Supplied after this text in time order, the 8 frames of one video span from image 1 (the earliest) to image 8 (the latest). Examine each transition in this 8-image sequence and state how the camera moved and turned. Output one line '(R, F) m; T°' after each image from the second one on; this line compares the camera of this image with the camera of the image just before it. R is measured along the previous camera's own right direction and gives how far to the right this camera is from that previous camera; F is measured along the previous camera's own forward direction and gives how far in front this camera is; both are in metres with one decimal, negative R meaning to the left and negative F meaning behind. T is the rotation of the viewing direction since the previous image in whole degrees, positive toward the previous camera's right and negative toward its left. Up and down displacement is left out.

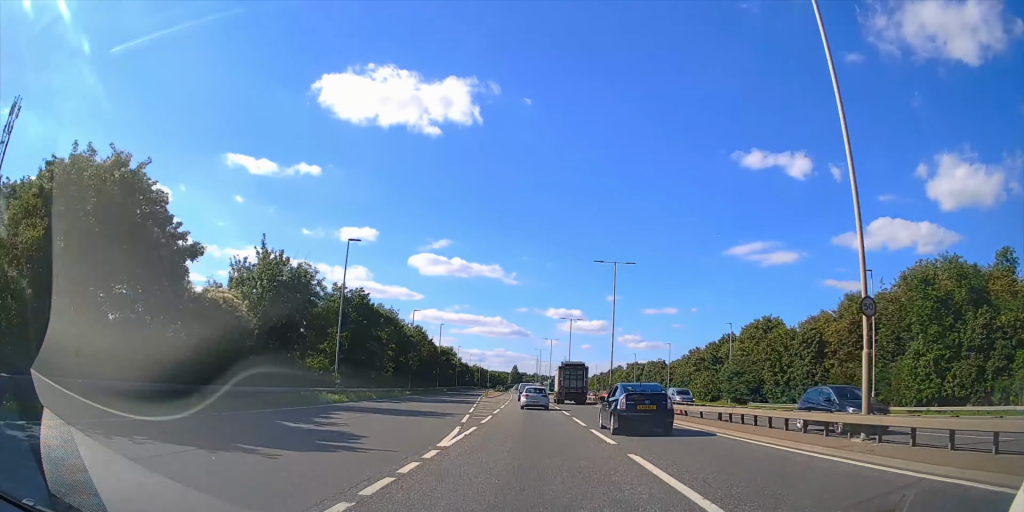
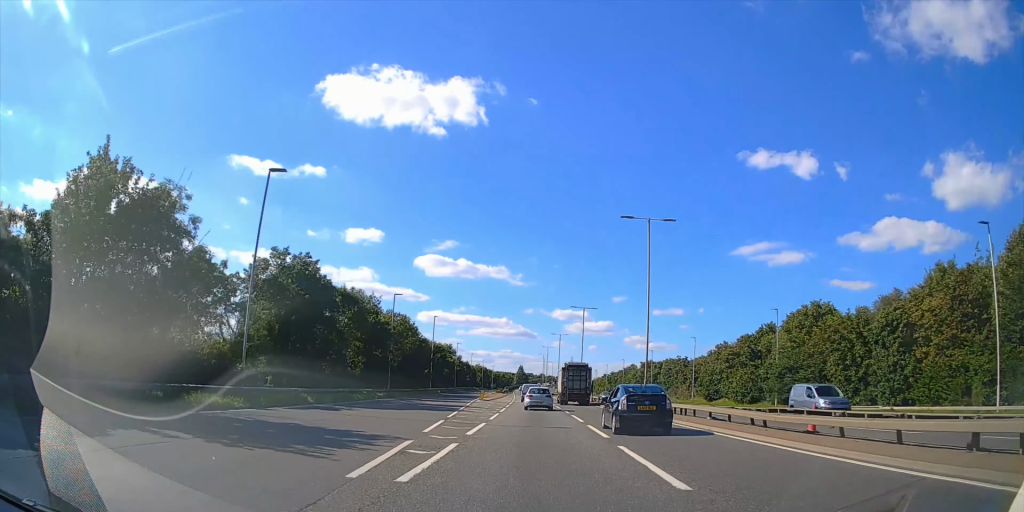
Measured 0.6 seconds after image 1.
(-0.1, +13.2) m; 0°
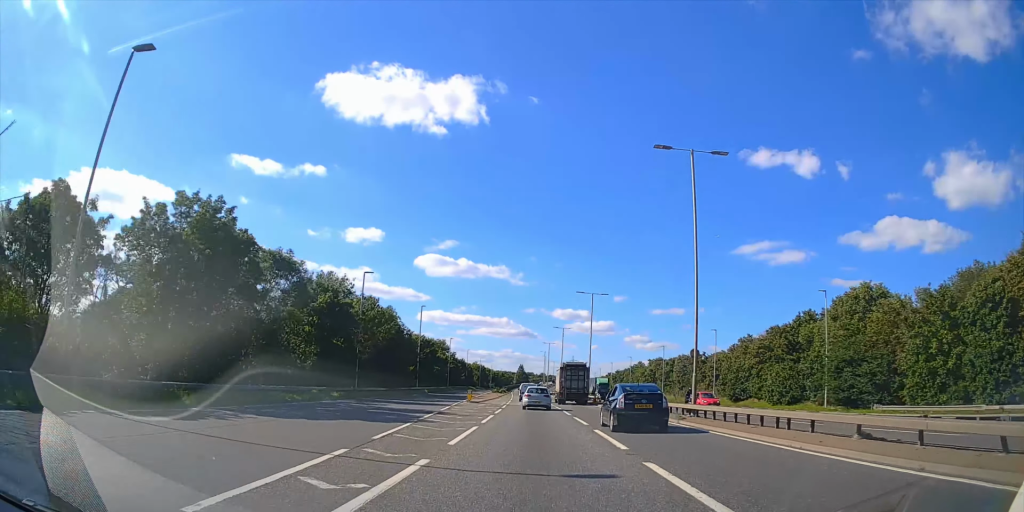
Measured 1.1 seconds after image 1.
(+0.1, +11.7) m; 0°
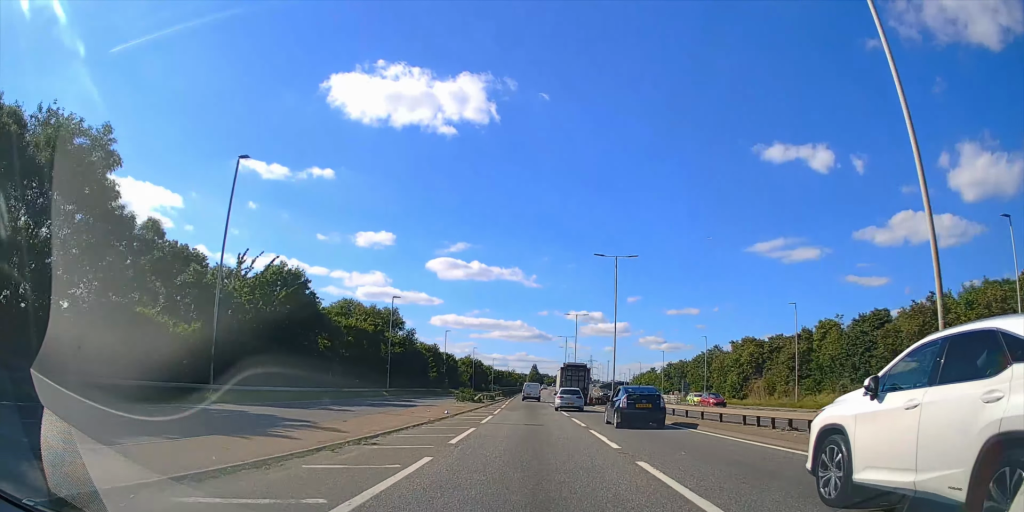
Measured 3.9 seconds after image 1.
(-1.2, +59.7) m; -2°
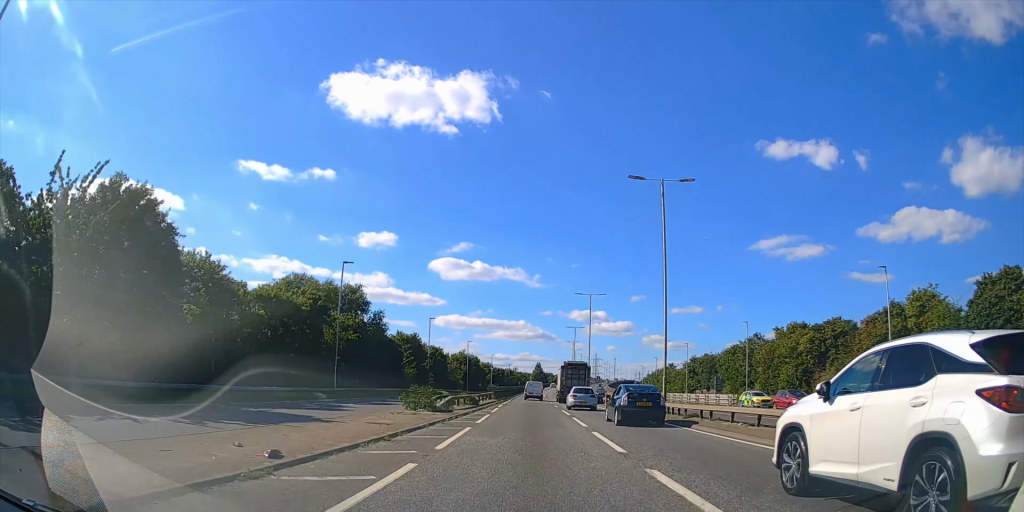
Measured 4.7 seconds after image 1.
(-0.1, +18.3) m; 0°
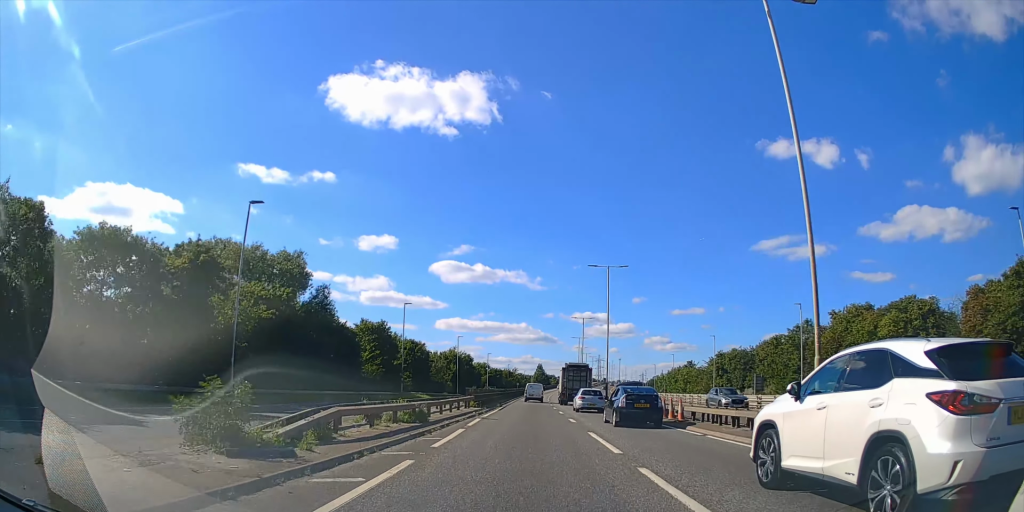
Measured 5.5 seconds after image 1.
(-0.3, +16.9) m; 0°
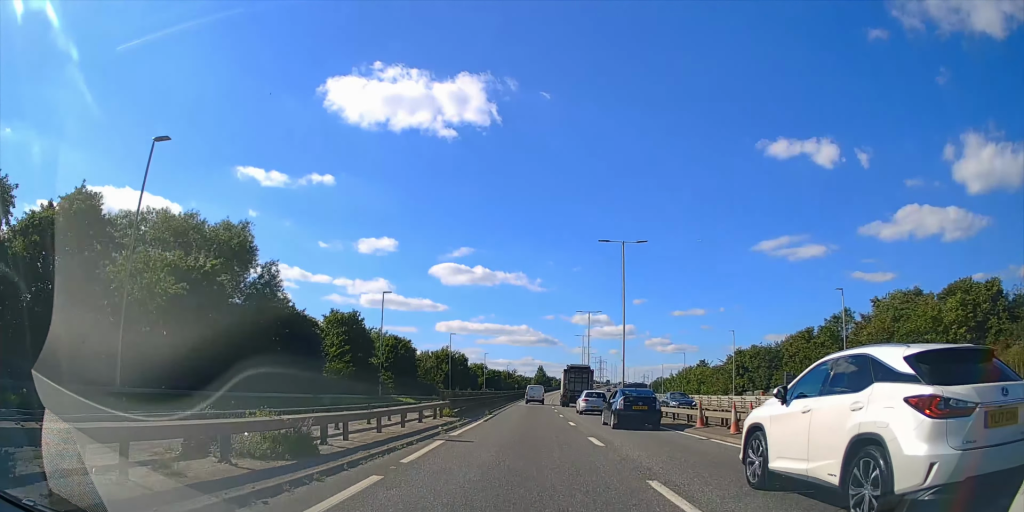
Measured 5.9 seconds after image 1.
(+0.2, +9.6) m; 0°
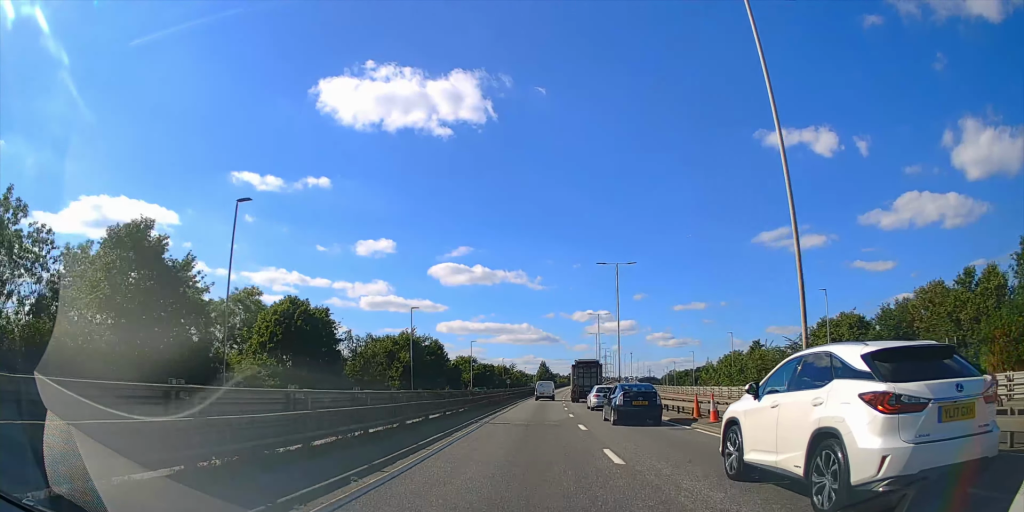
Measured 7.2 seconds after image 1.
(-0.2, +29.1) m; -1°
